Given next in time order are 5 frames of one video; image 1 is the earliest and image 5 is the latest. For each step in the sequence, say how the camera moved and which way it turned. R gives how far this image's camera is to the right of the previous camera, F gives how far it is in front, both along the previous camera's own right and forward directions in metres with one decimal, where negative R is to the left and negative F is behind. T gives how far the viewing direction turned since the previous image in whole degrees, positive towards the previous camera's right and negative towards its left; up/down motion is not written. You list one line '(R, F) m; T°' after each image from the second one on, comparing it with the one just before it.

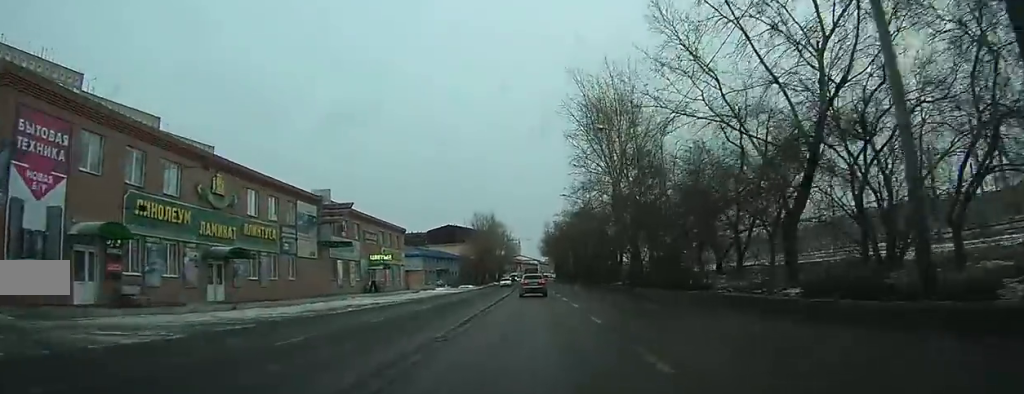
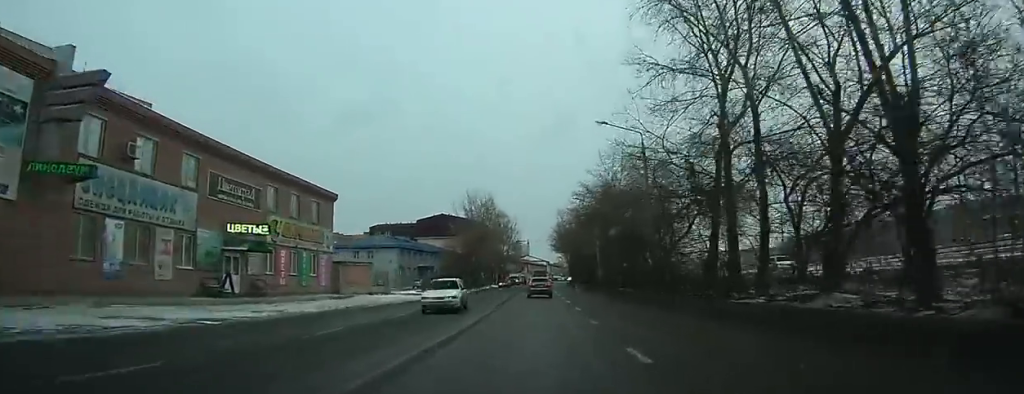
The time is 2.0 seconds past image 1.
(+0.3, +31.0) m; +1°
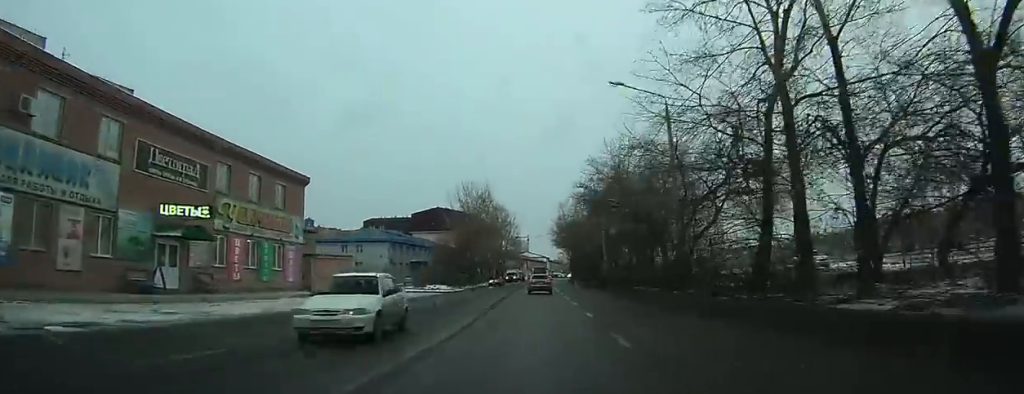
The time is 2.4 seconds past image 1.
(0.0, +6.2) m; +1°
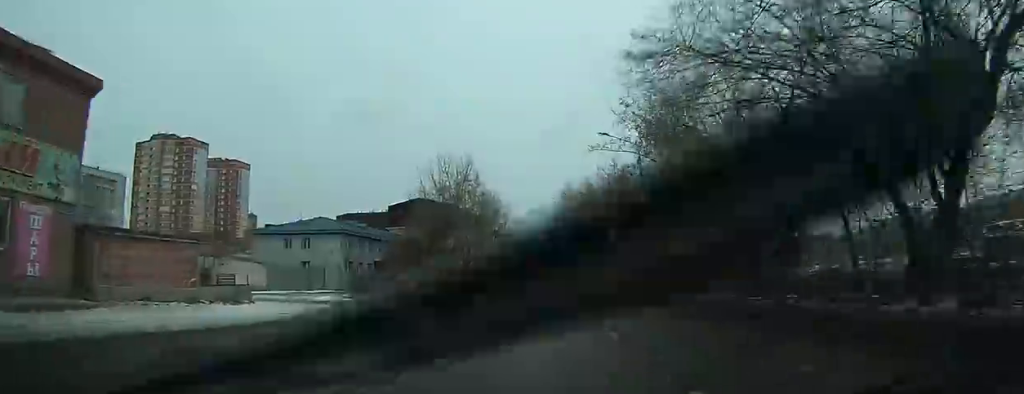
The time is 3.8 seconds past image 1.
(+0.3, +22.2) m; +1°
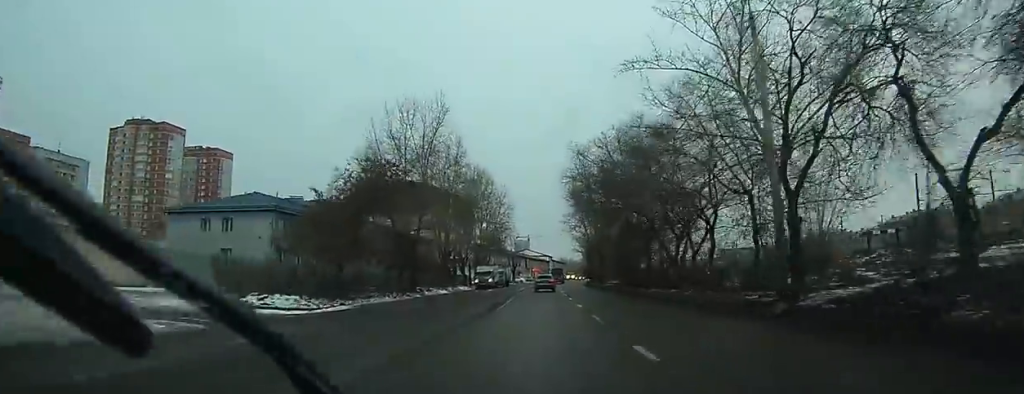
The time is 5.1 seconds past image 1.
(0.0, +19.7) m; -1°
